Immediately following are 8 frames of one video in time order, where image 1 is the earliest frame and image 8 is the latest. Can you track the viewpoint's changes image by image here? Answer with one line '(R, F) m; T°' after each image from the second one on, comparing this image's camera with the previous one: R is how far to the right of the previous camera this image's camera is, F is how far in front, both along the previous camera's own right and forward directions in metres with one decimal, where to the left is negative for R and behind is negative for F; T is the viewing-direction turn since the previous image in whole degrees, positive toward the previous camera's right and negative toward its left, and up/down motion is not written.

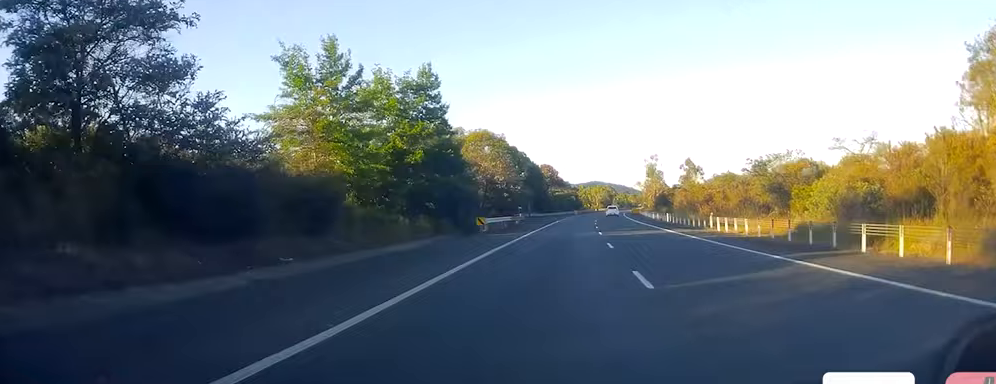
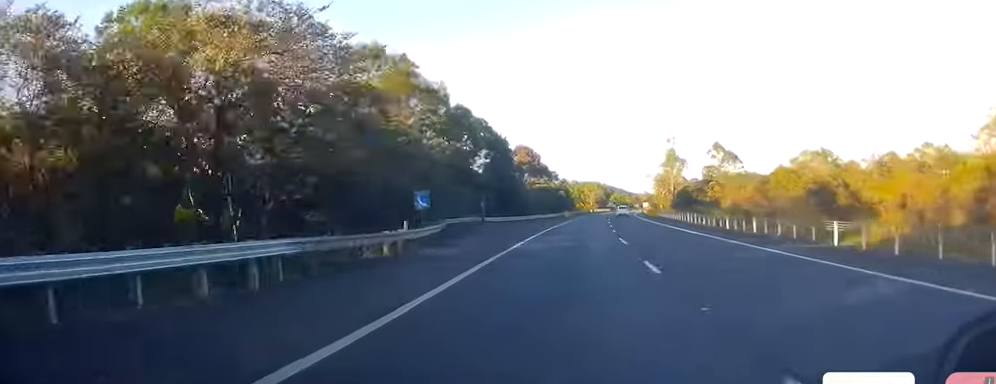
(+1.3, +46.2) m; +2°
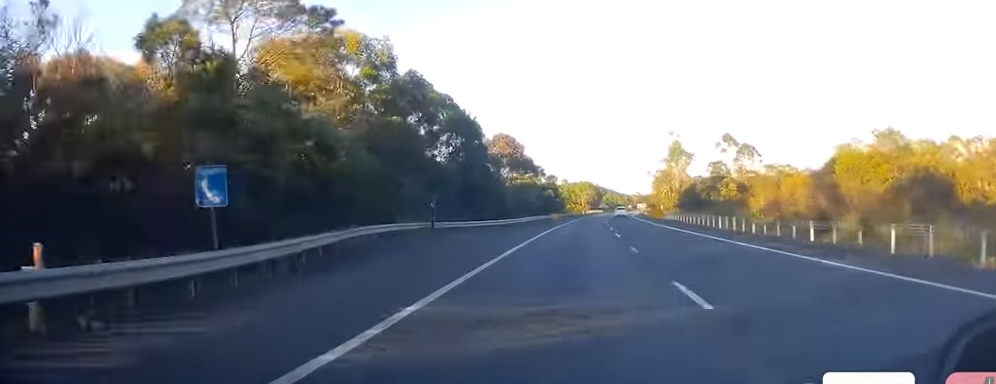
(-0.4, +17.0) m; 0°
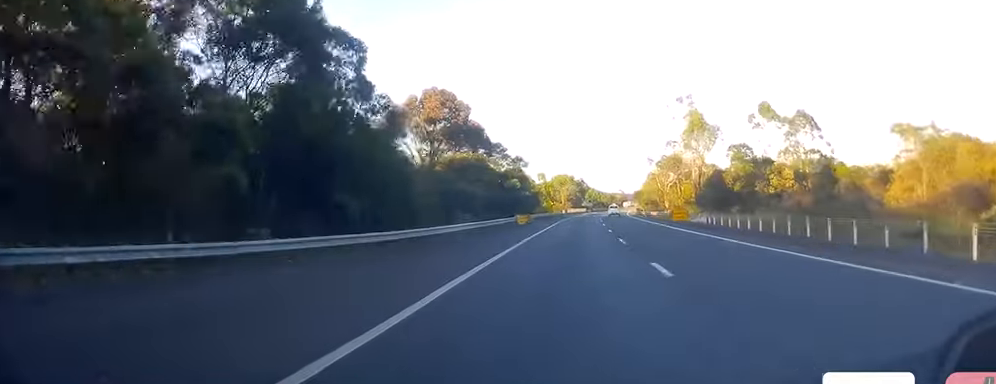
(+0.3, +32.2) m; +2°
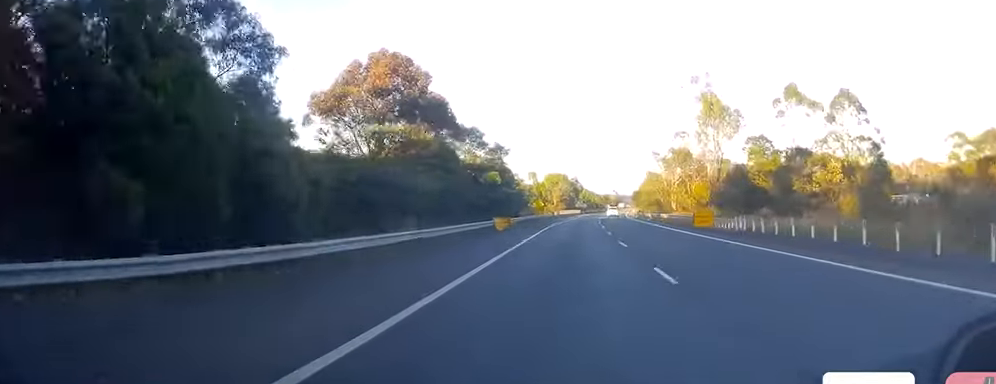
(+0.1, +13.3) m; +1°
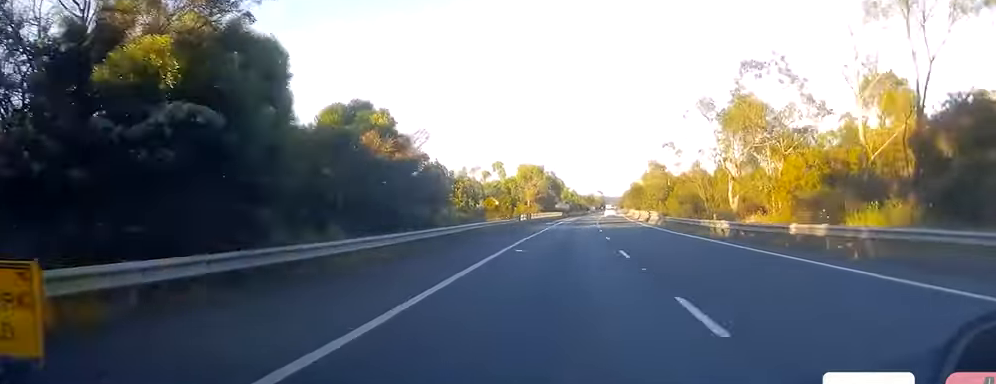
(+0.2, +41.9) m; +1°
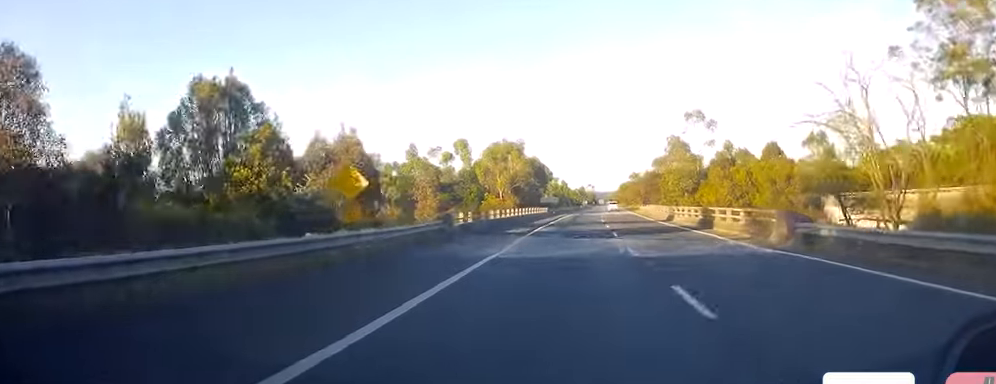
(+0.7, +35.3) m; +1°
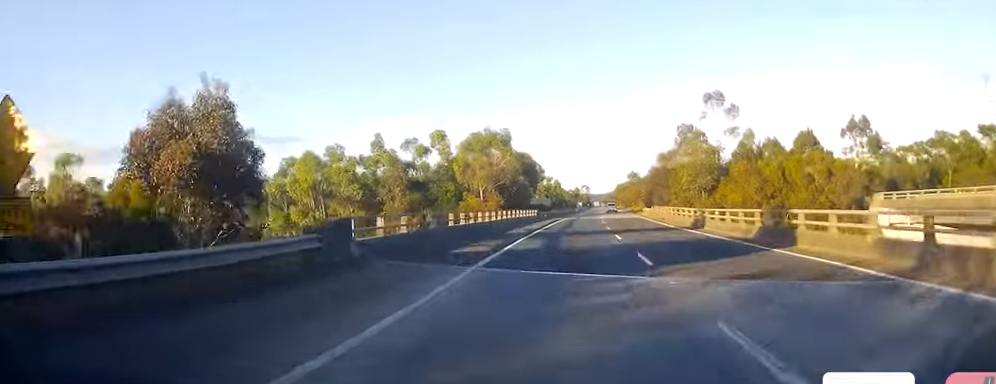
(-0.1, +14.3) m; 0°
